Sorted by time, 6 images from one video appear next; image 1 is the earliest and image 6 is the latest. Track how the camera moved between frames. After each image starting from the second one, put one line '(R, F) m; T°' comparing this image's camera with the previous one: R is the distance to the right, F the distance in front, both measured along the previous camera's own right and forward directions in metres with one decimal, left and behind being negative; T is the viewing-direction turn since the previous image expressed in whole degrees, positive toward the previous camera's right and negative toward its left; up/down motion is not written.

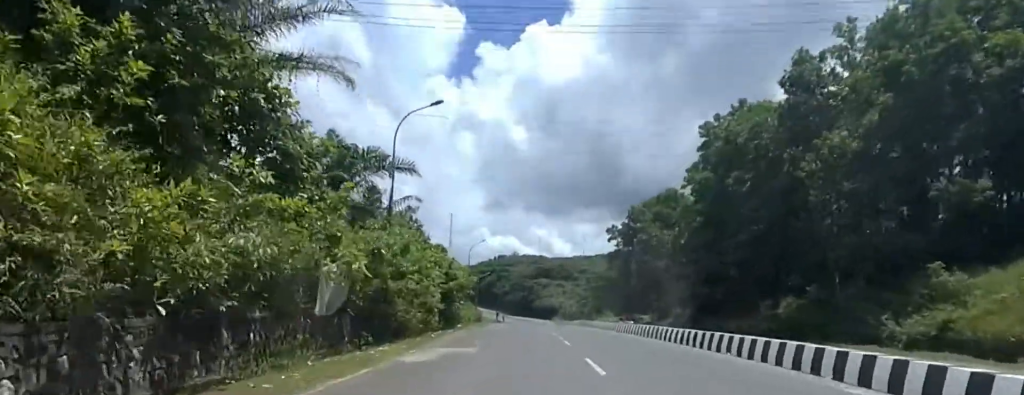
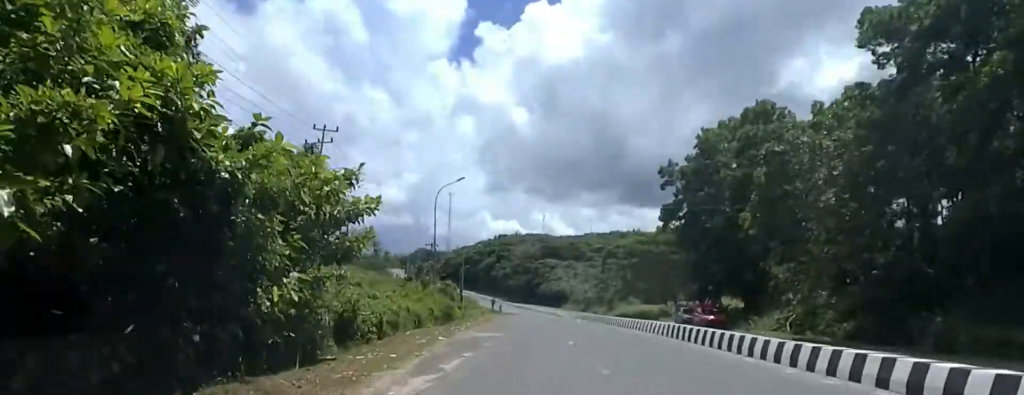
(+0.4, +30.4) m; +5°
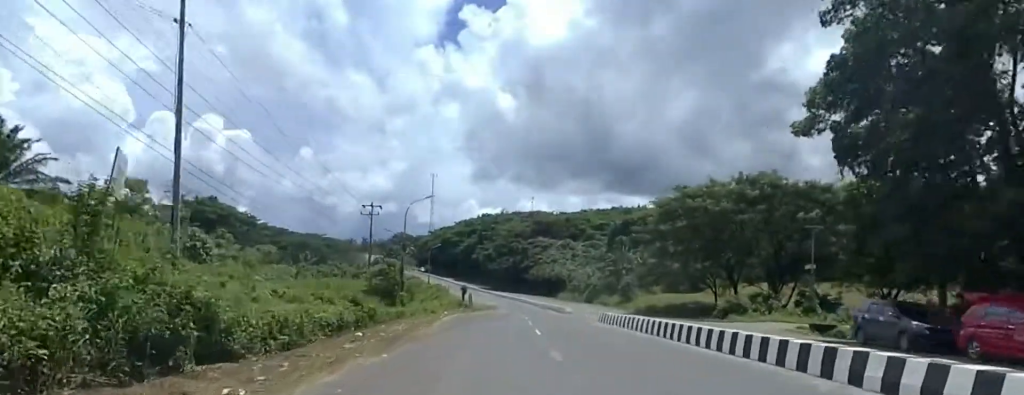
(-1.4, +31.9) m; -1°
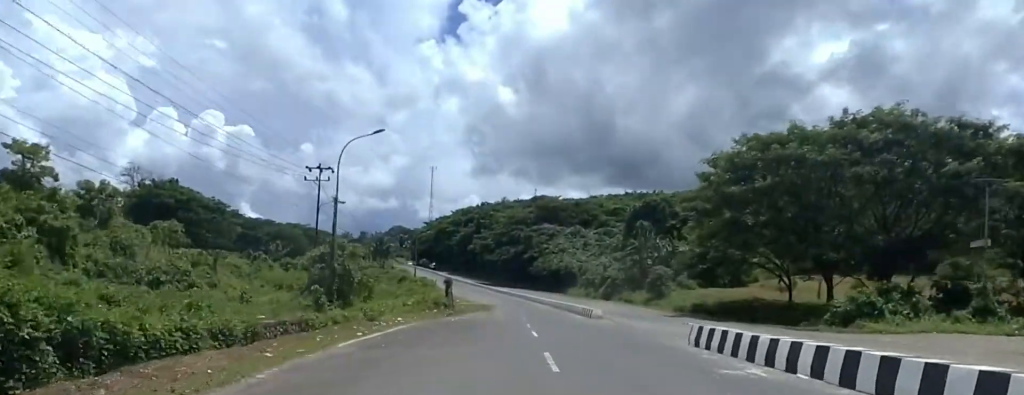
(+1.2, +18.3) m; +1°
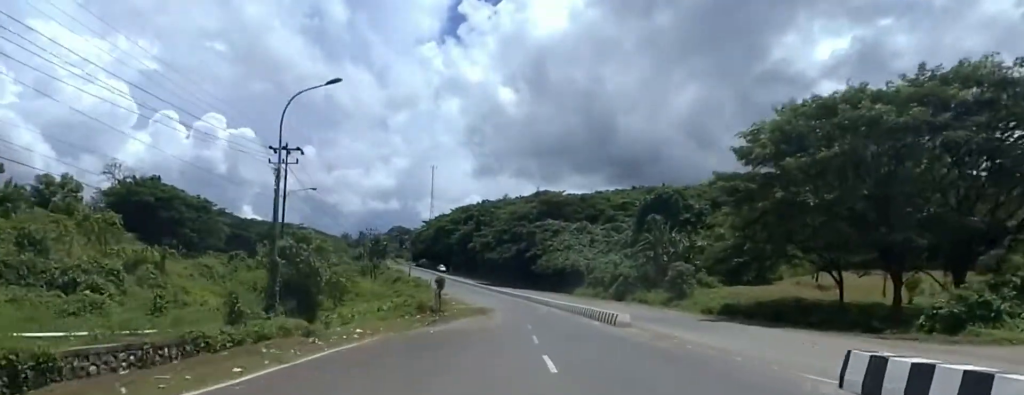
(-0.7, +7.4) m; -5°
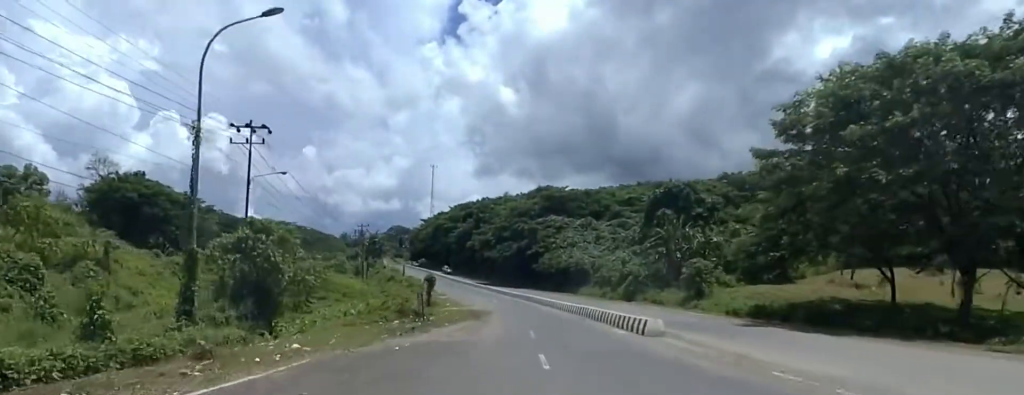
(-0.1, +5.8) m; -4°
